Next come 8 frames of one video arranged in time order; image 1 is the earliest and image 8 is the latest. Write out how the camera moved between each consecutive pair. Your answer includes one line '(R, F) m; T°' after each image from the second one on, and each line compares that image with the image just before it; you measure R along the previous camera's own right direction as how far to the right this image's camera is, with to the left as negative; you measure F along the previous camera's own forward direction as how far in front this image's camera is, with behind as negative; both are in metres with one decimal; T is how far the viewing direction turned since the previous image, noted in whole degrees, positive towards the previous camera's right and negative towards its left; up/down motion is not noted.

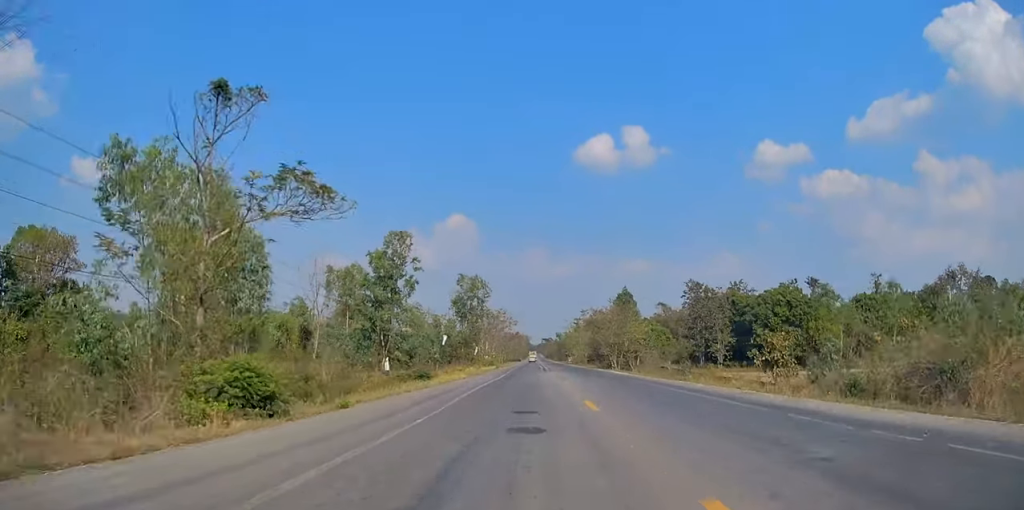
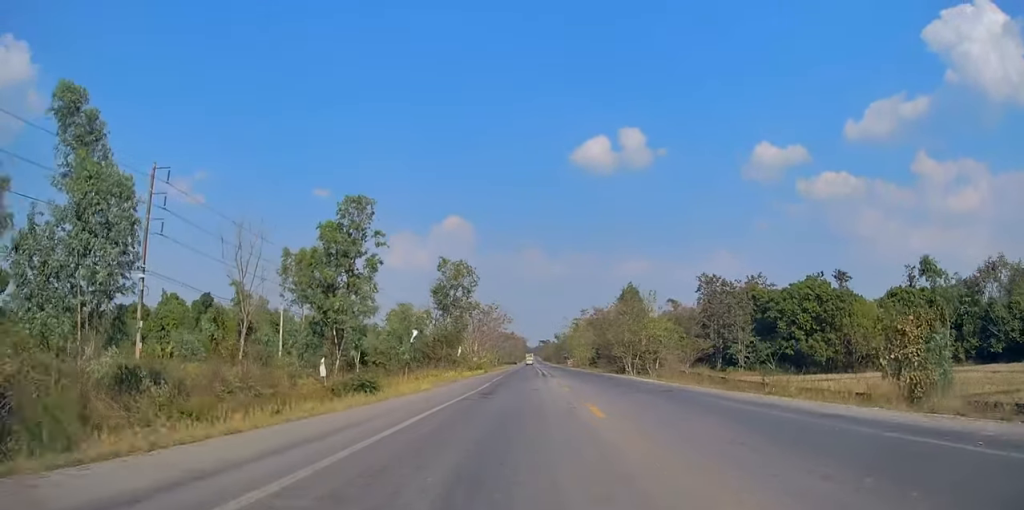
(0.0, +13.7) m; 0°
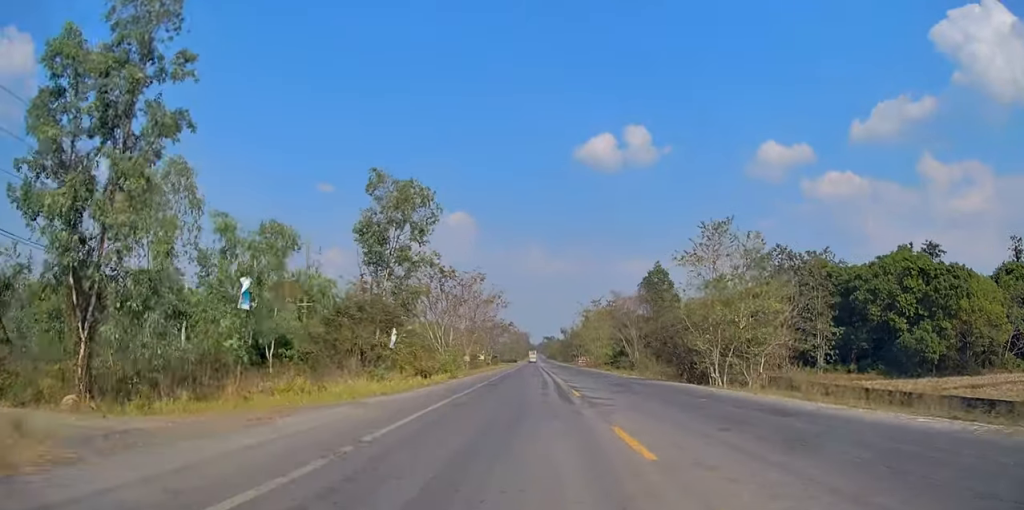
(+0.1, +28.1) m; 0°
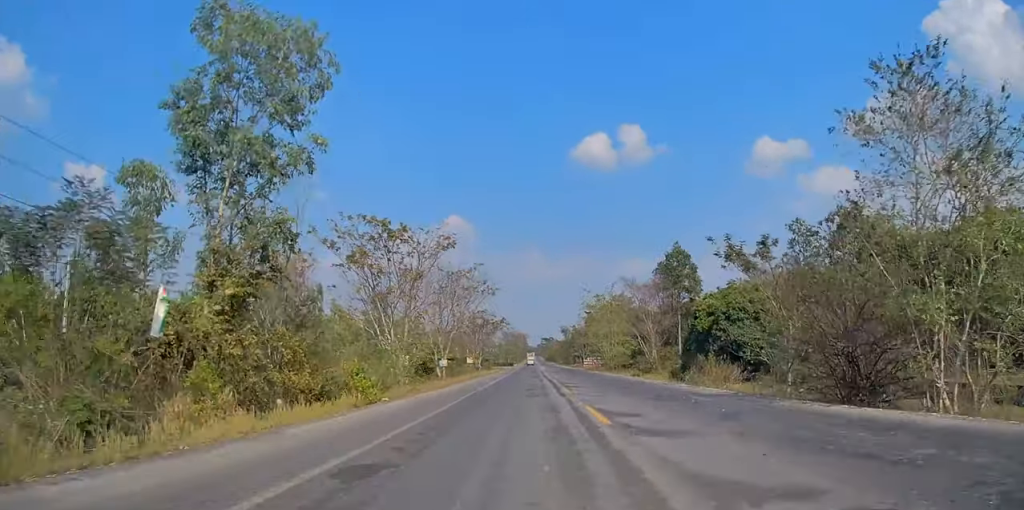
(-0.1, +19.4) m; -1°
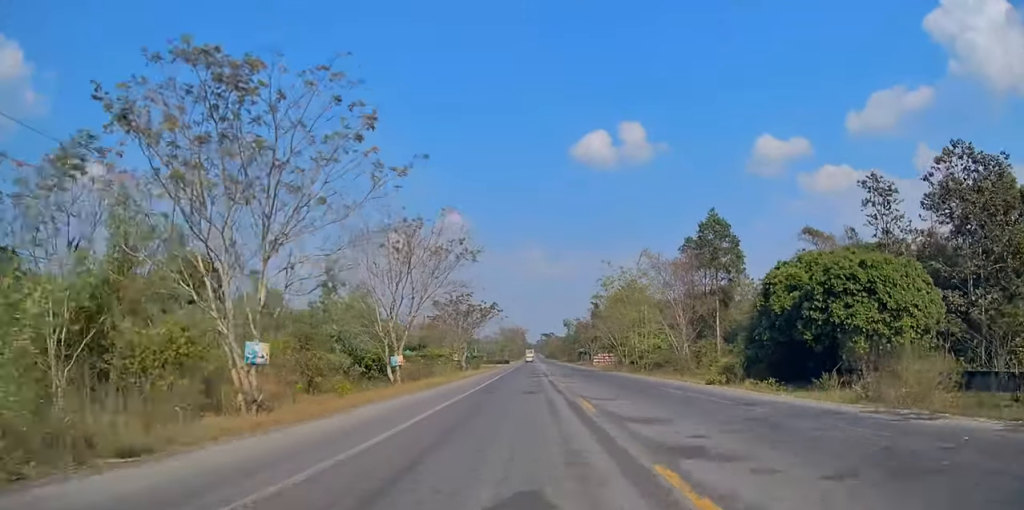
(-0.2, +21.3) m; -1°
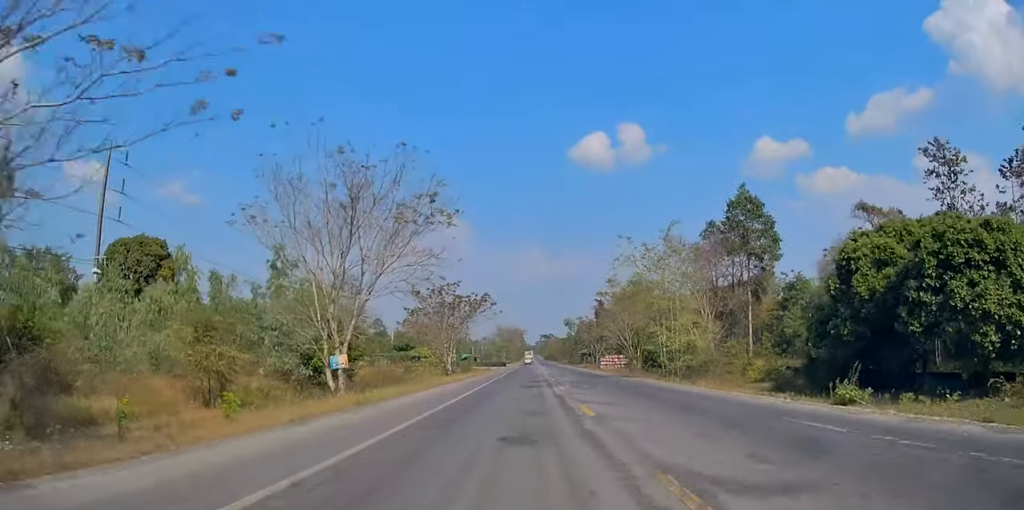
(+0.3, +12.4) m; 0°
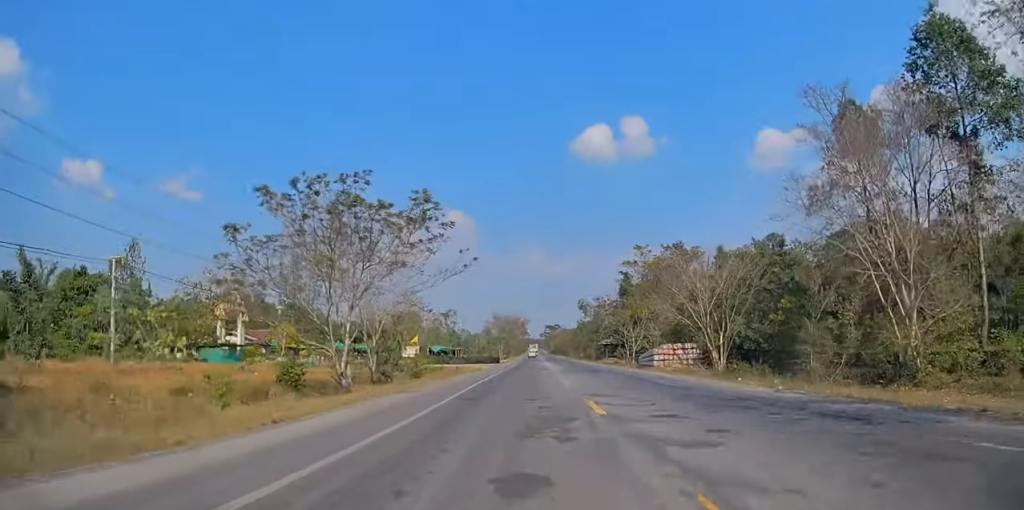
(-0.6, +37.3) m; 0°
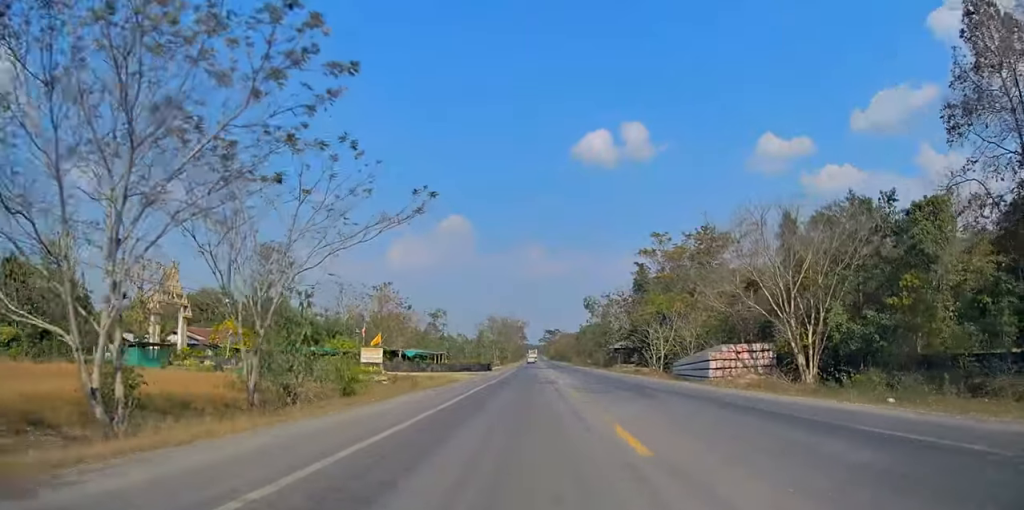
(+0.2, +17.3) m; +1°
